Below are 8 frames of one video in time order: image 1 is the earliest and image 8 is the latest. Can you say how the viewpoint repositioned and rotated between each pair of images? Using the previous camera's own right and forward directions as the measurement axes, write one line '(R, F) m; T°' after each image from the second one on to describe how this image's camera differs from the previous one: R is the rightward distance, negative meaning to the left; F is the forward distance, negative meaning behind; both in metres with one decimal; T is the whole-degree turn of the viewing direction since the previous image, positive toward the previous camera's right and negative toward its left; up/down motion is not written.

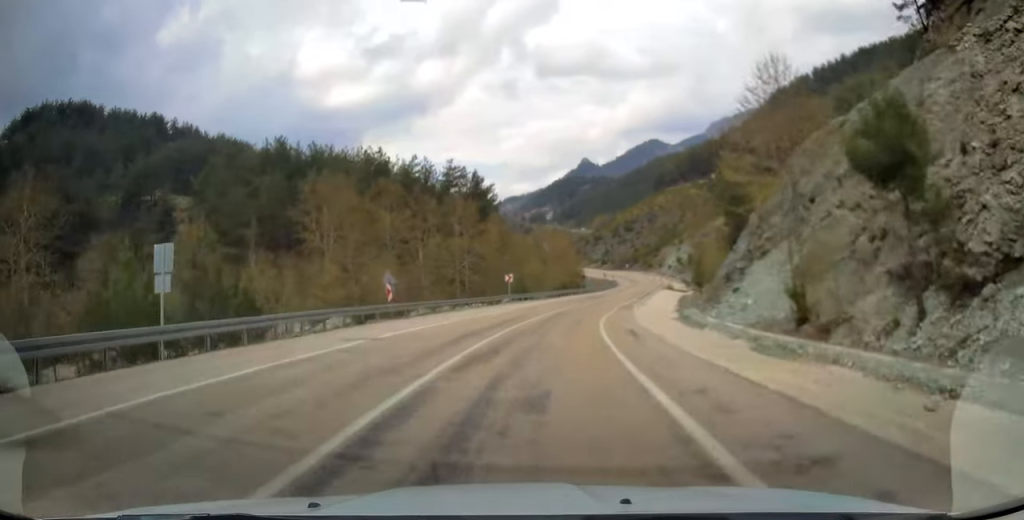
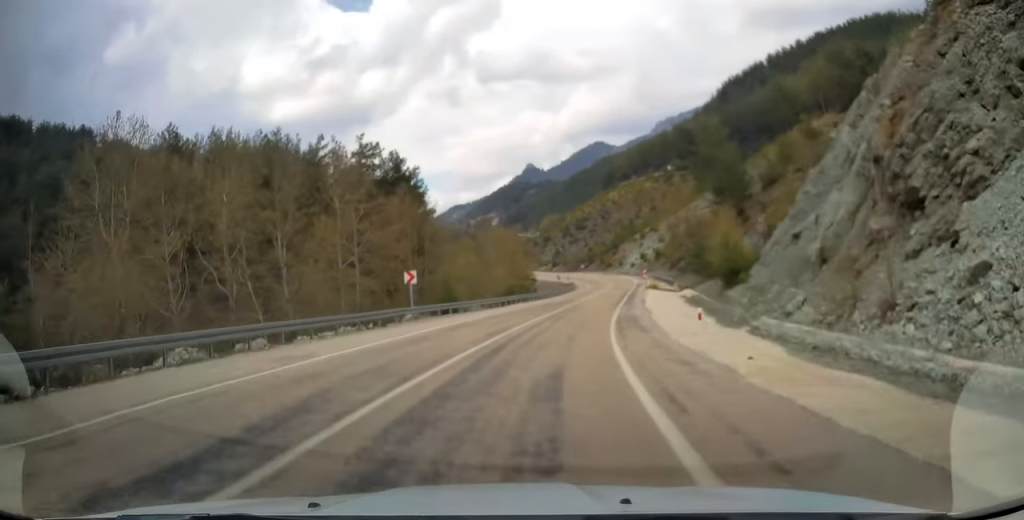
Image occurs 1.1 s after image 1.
(+1.1, +22.7) m; +6°
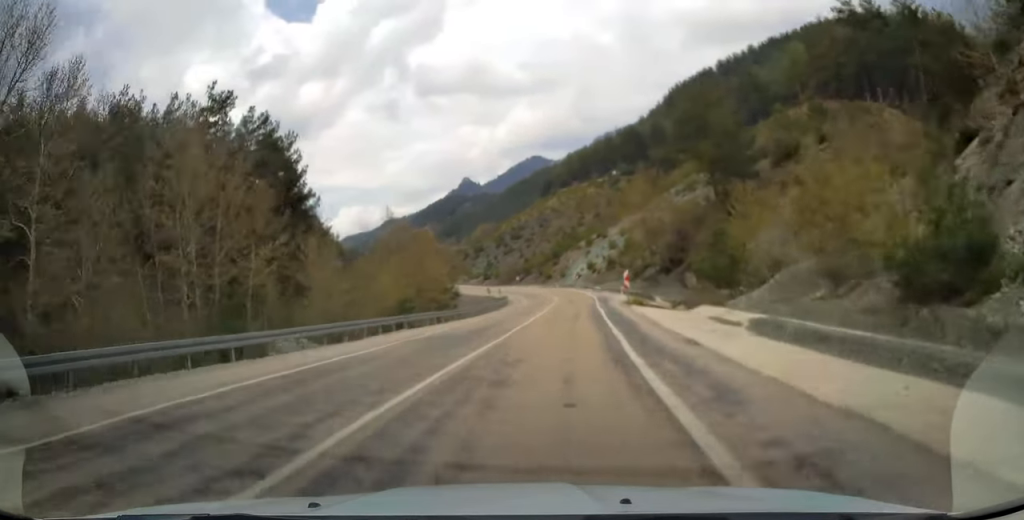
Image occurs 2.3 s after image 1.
(+1.4, +25.2) m; +6°
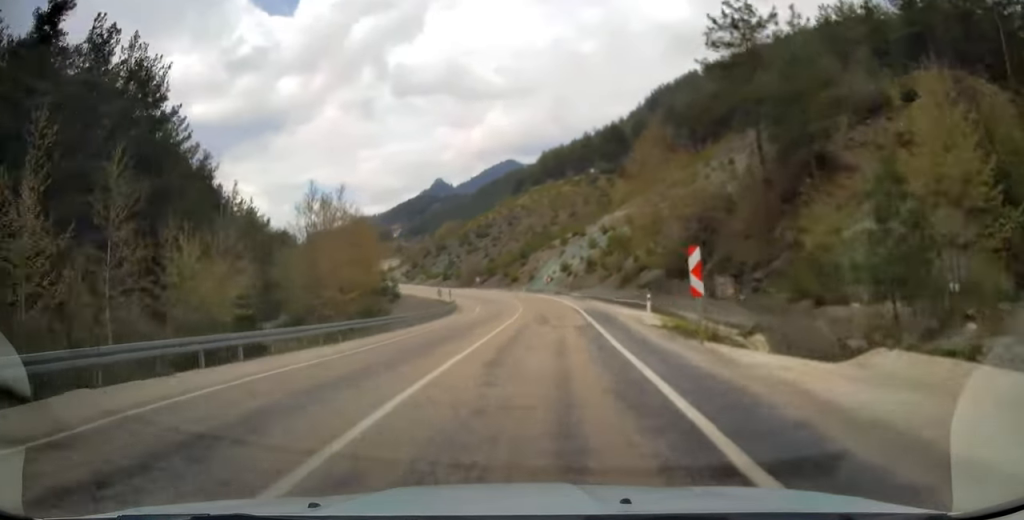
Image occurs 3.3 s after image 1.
(+0.7, +21.2) m; +2°
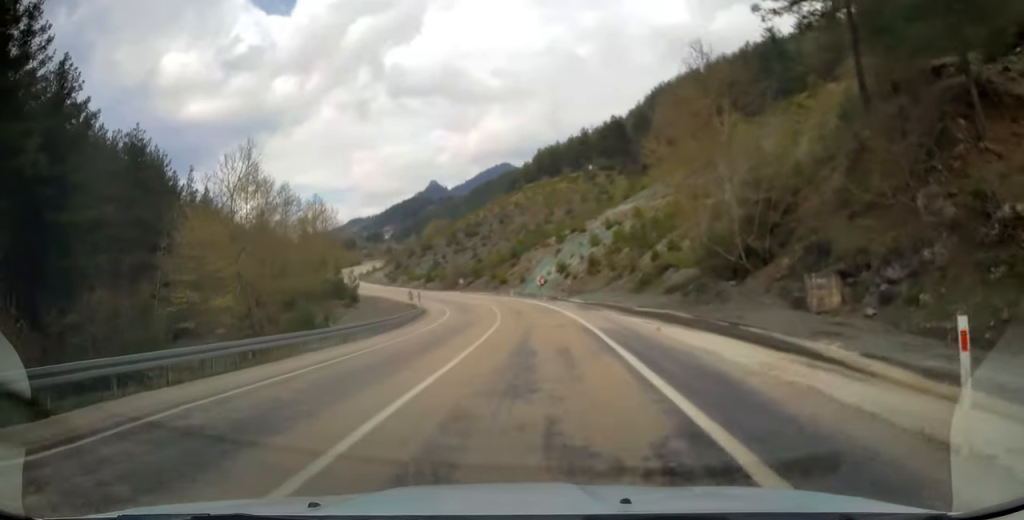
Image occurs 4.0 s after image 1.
(+0.2, +15.0) m; 0°
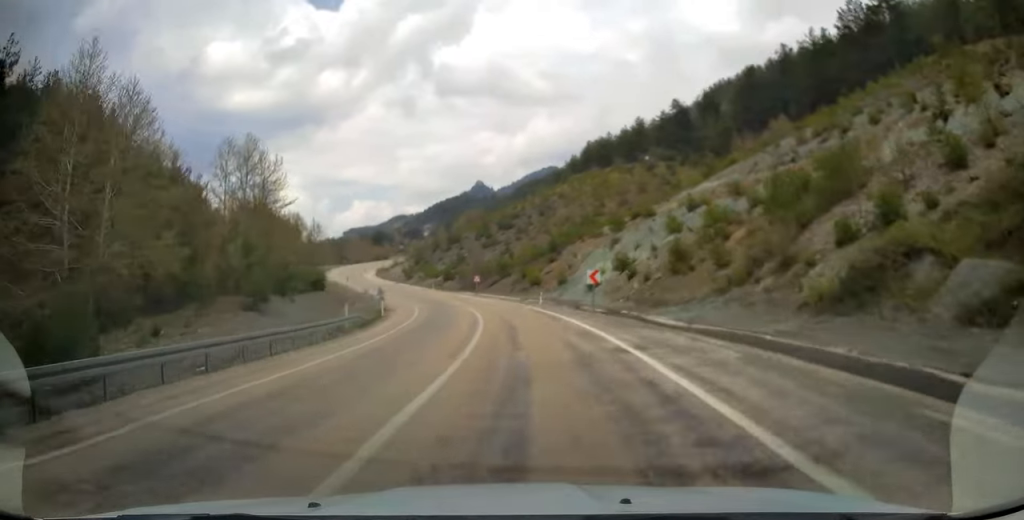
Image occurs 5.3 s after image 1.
(-0.4, +30.5) m; -4°
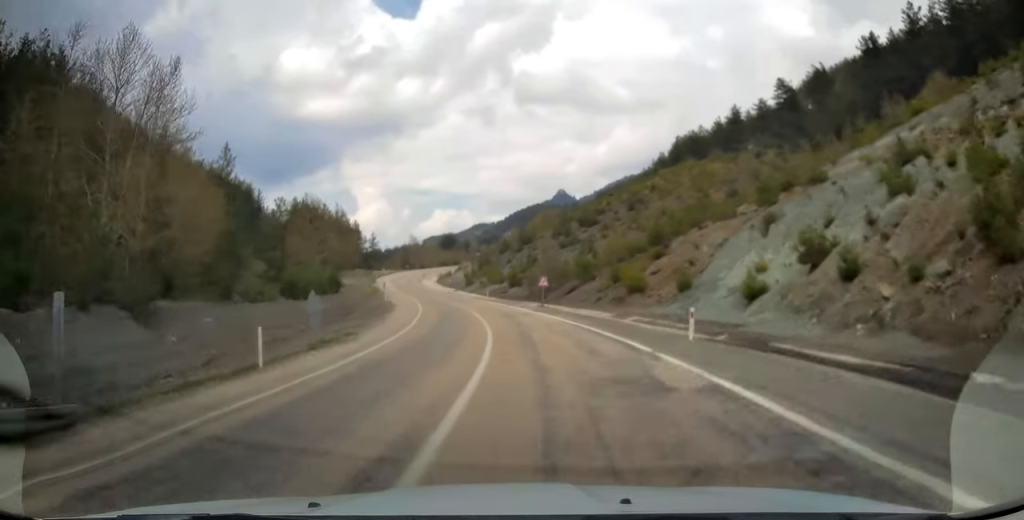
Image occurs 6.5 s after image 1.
(-1.6, +27.1) m; -8°
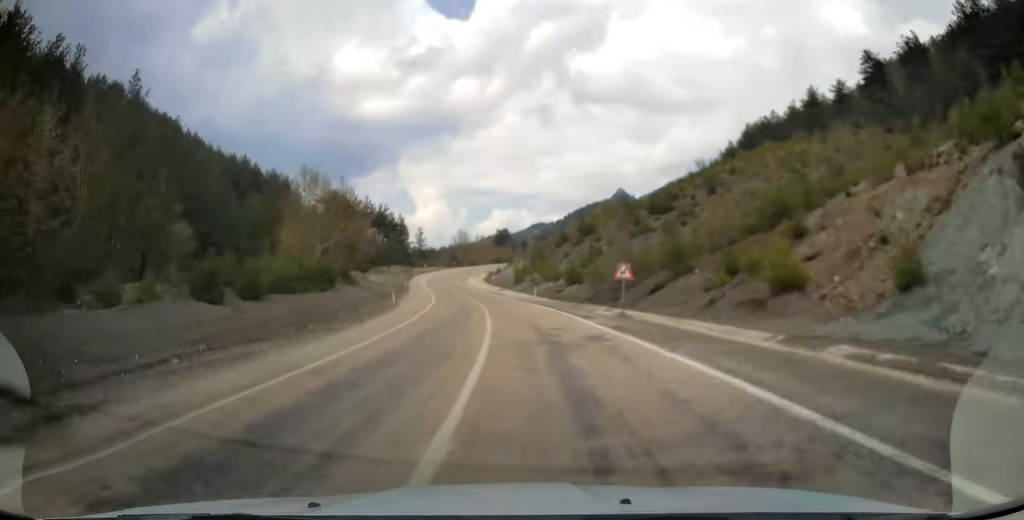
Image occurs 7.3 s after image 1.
(-1.2, +19.6) m; -5°
